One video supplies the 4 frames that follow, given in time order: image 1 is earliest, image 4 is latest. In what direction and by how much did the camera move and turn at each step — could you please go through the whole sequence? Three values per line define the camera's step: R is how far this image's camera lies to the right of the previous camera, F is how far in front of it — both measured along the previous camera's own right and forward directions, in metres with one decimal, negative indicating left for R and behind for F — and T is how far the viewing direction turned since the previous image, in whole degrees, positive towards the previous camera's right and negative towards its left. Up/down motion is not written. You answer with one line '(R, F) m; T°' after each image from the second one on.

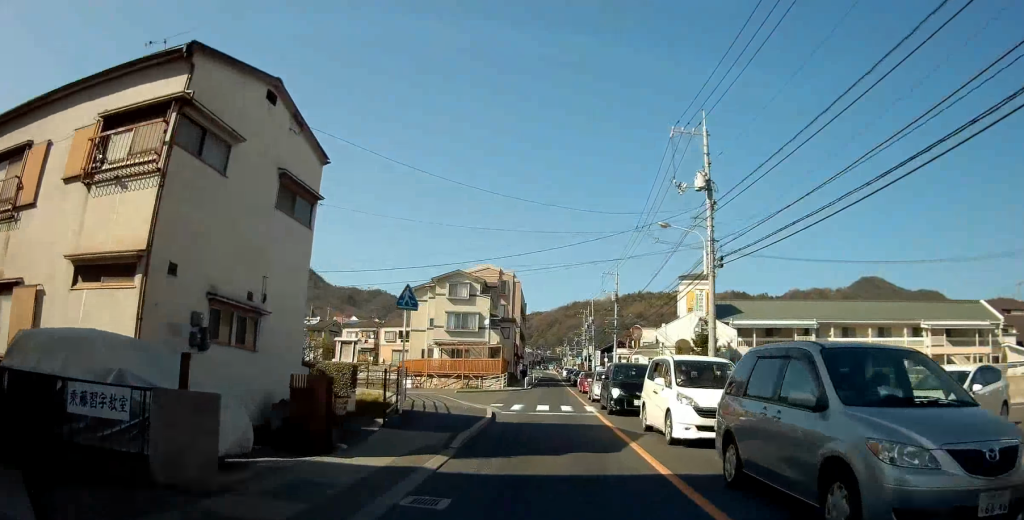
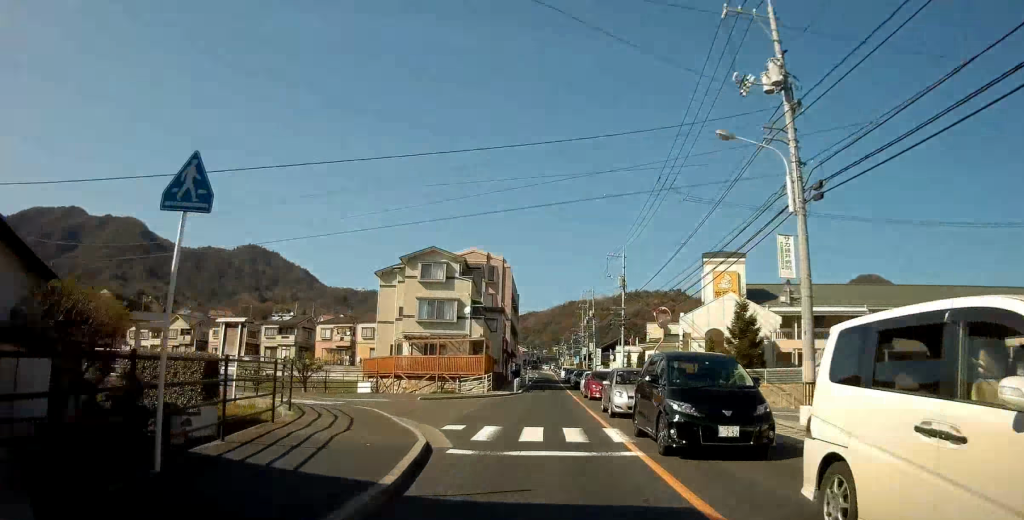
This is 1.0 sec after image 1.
(-0.4, +11.1) m; -2°
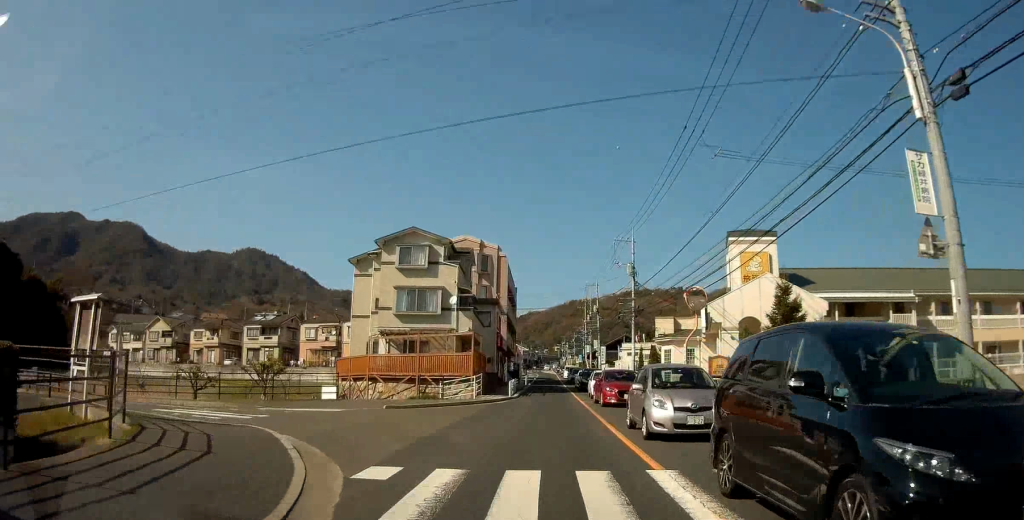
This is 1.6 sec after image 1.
(0.0, +7.0) m; 0°
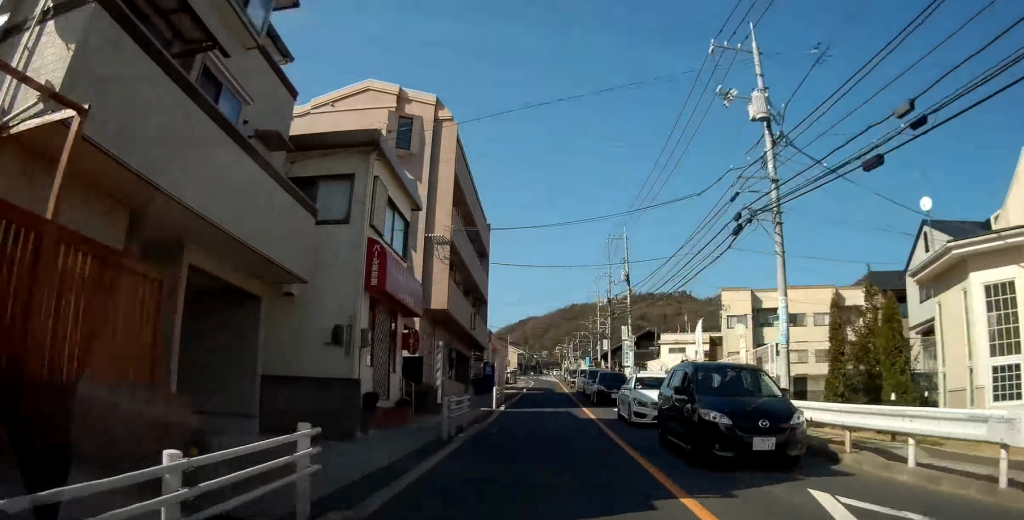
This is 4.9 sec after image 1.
(+0.3, +35.1) m; +4°
